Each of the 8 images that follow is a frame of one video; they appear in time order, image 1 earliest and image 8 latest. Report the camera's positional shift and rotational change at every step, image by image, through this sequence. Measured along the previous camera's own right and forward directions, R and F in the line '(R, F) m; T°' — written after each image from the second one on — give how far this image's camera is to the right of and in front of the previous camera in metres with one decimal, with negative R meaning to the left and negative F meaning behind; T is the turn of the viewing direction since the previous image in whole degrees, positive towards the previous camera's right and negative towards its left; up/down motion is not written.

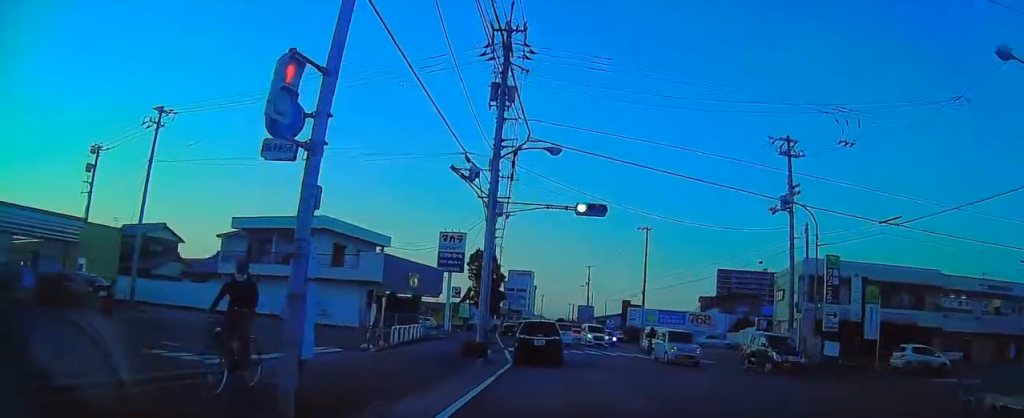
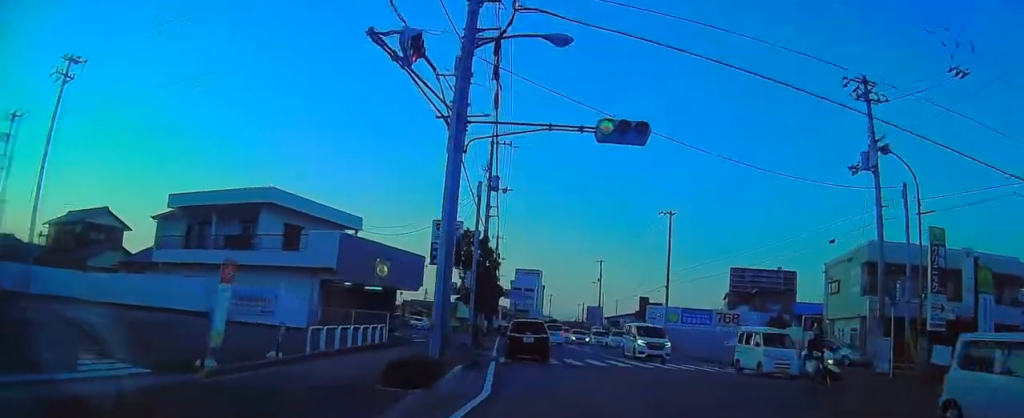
(0.0, +10.3) m; -2°
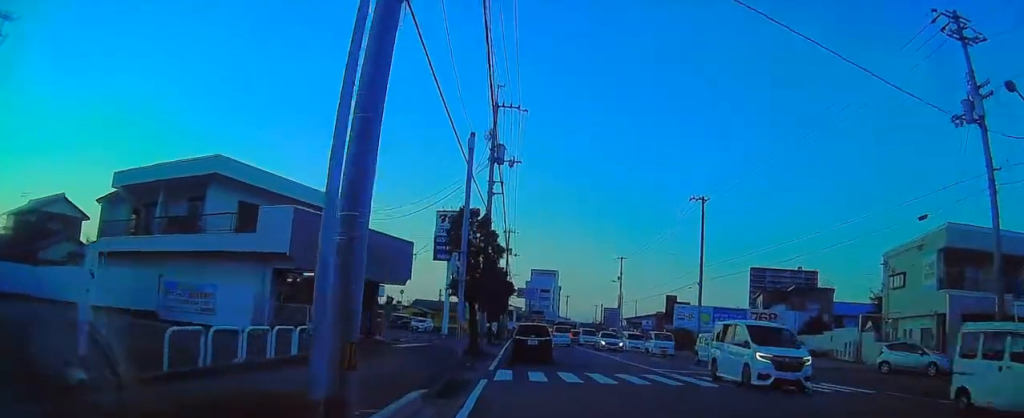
(-0.2, +7.7) m; -3°
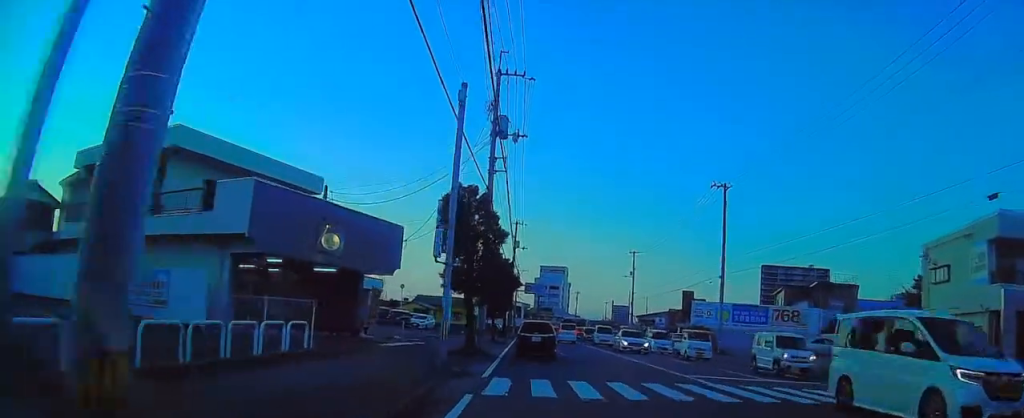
(-0.1, +4.2) m; -1°
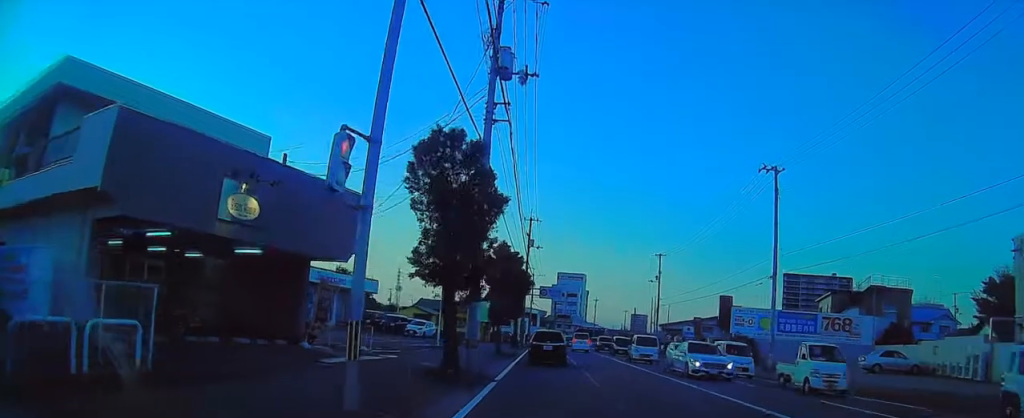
(0.0, +8.3) m; 0°
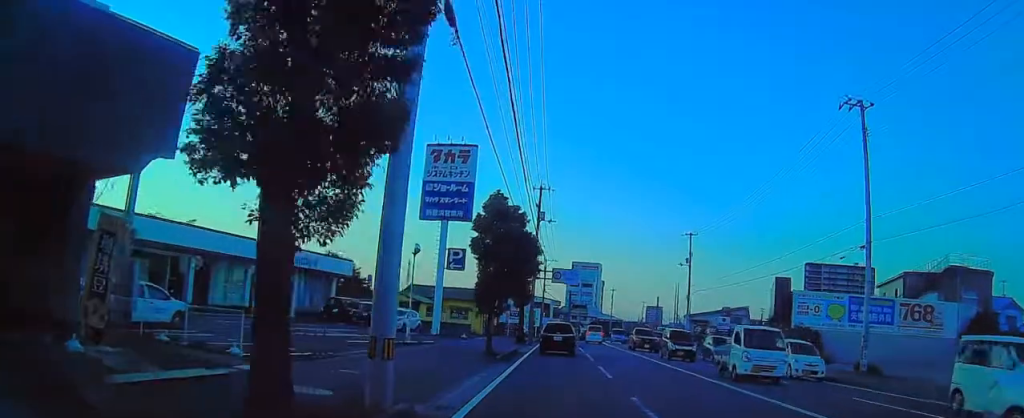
(0.0, +11.3) m; 0°
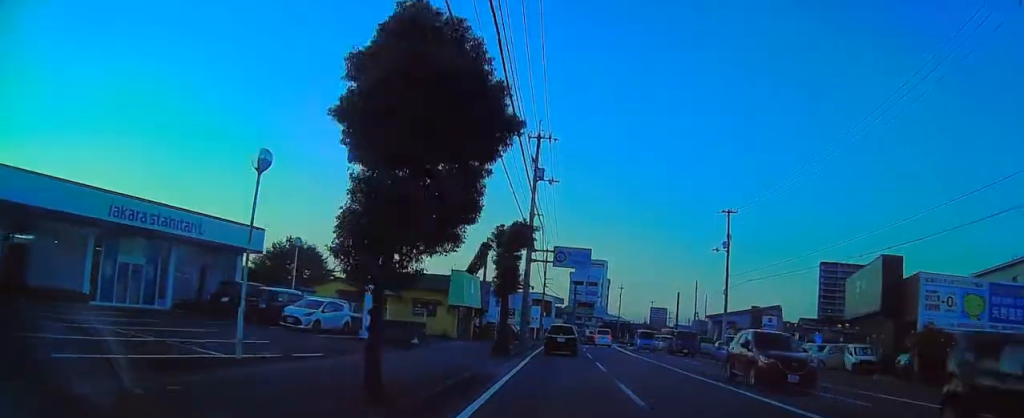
(0.0, +15.3) m; 0°
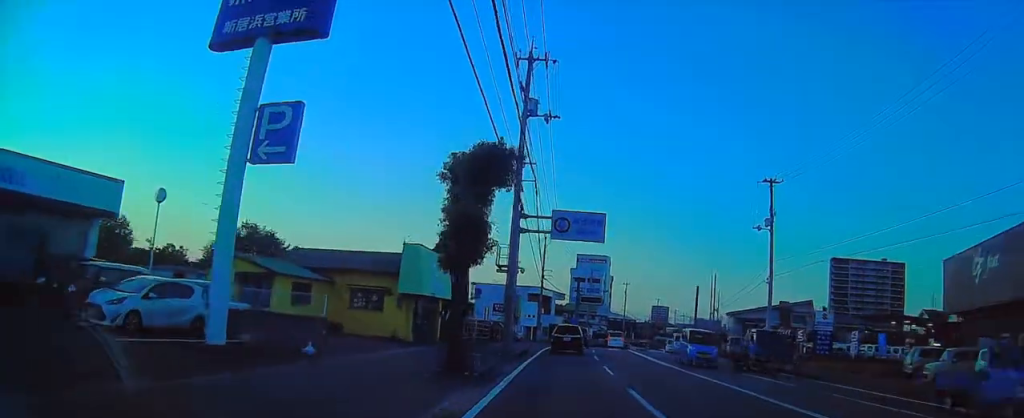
(0.0, +12.1) m; 0°
